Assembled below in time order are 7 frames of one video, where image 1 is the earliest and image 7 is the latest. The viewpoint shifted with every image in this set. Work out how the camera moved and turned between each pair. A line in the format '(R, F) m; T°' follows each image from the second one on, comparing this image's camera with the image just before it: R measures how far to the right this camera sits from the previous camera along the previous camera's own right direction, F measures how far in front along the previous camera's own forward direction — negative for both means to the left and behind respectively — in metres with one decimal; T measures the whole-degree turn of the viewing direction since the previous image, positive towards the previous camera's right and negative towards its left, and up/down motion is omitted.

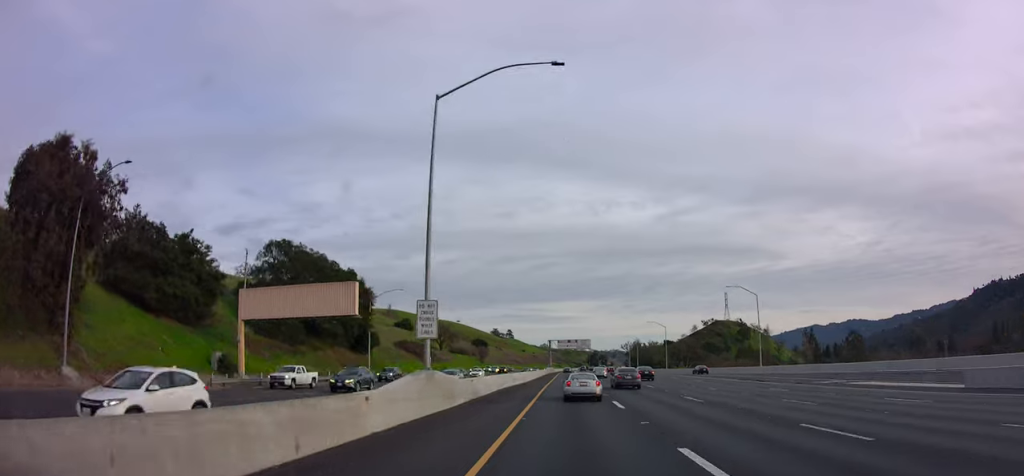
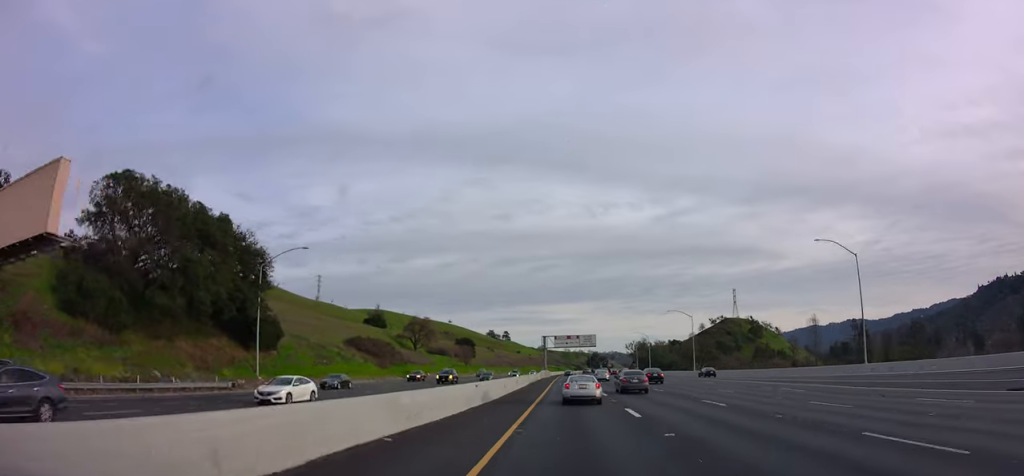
(-0.1, +32.2) m; 0°
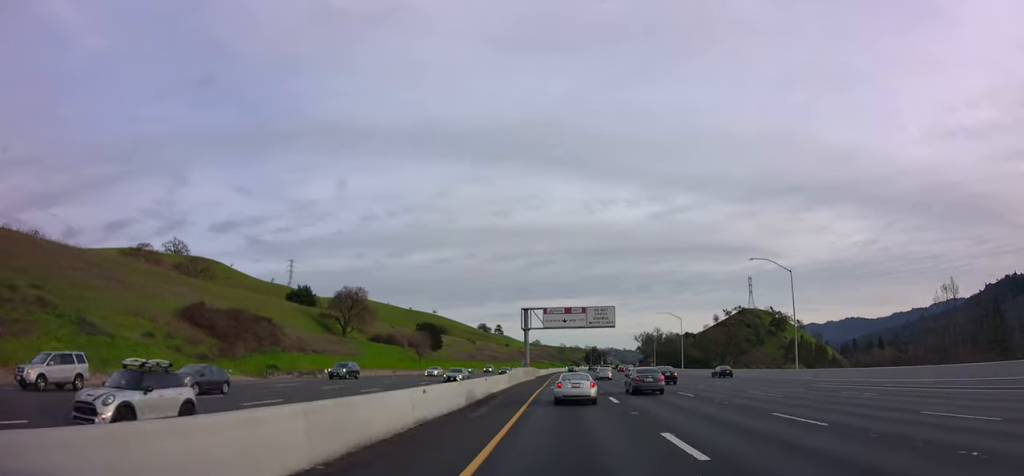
(+0.1, +52.4) m; 0°
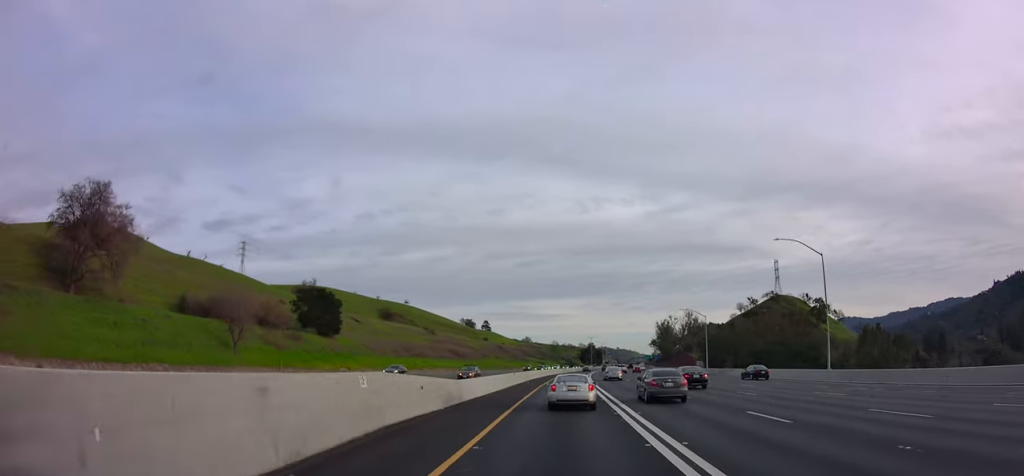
(+0.6, +71.1) m; +1°
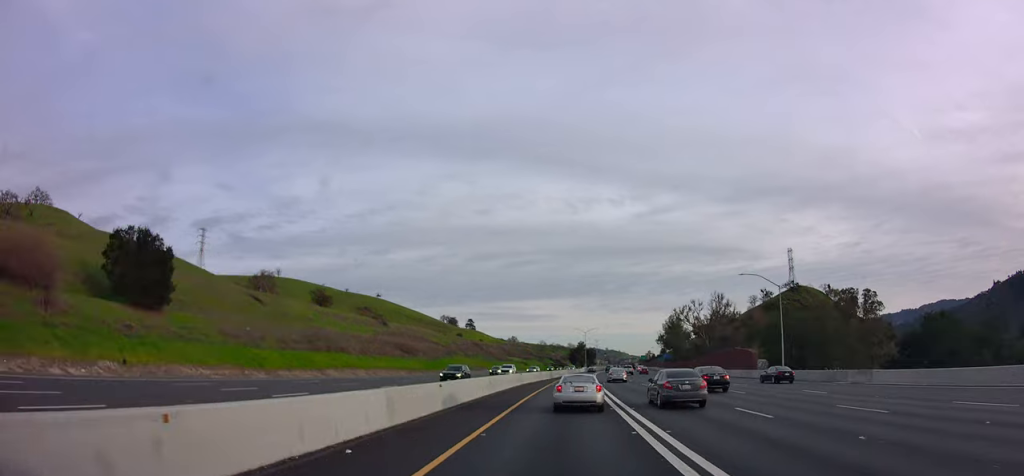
(+0.3, +42.3) m; +1°
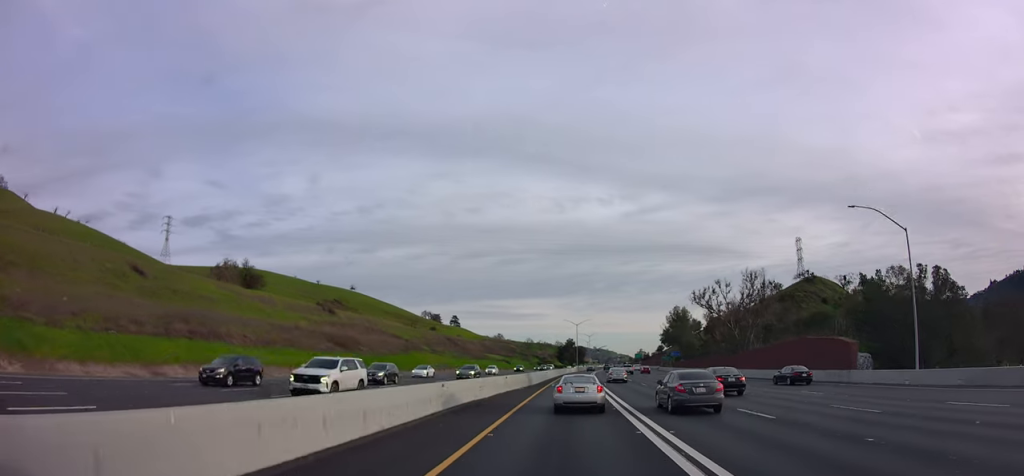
(+0.1, +29.3) m; +1°
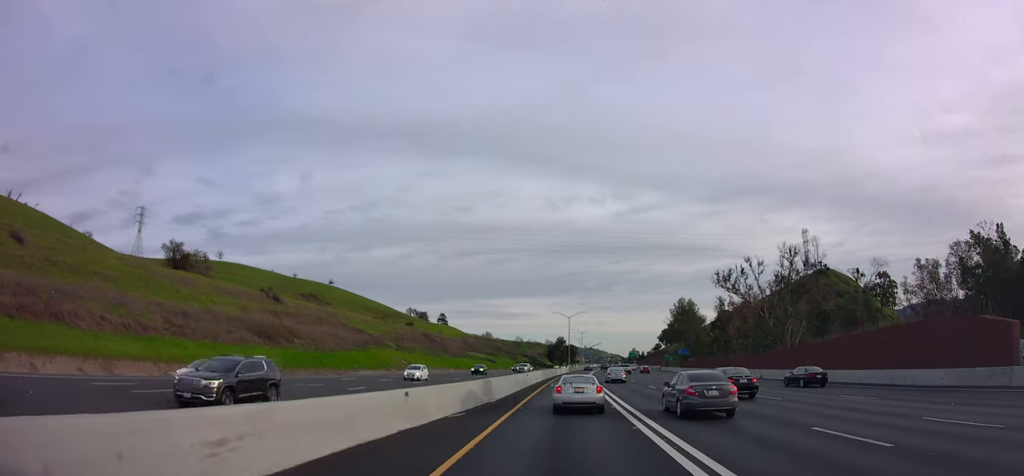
(0.0, +21.0) m; +1°
